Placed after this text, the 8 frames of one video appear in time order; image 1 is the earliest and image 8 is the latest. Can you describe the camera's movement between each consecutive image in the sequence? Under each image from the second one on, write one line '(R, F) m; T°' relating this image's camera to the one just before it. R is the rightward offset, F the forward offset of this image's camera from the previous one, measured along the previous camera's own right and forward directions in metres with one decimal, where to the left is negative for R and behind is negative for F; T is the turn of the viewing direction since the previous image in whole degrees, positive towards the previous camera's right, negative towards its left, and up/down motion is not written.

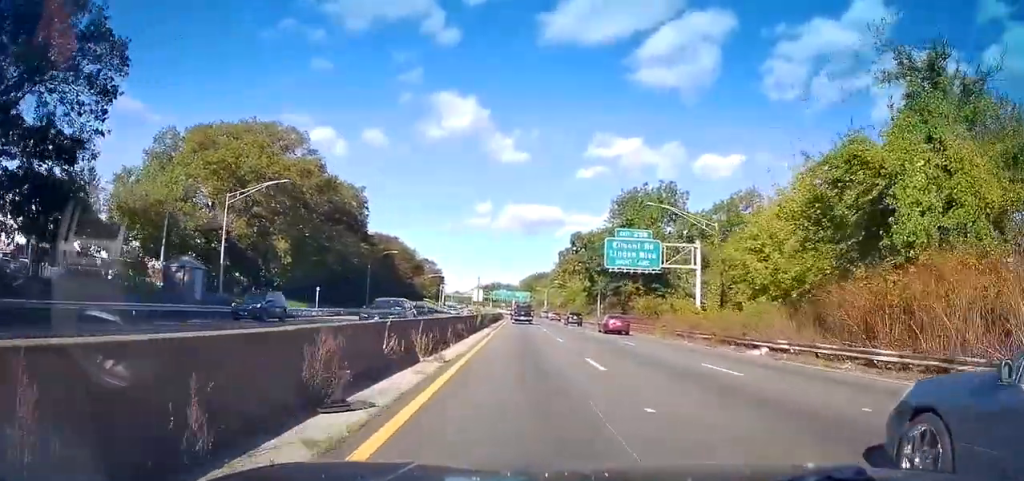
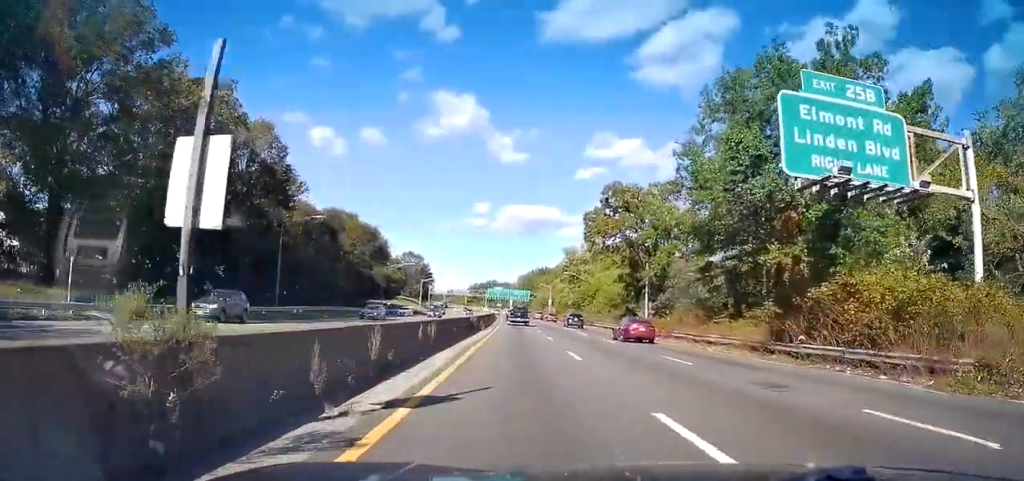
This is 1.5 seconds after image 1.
(-0.2, +33.8) m; 0°
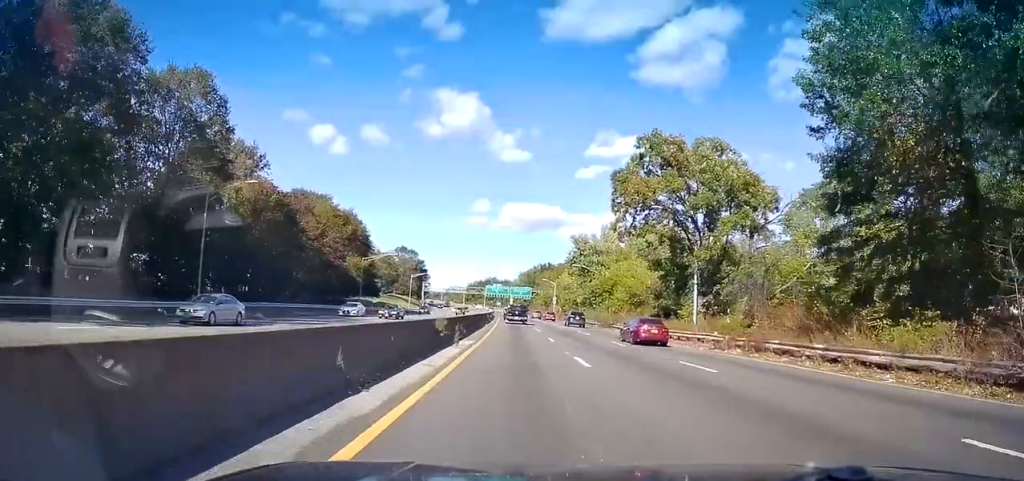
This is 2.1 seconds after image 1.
(+0.3, +15.3) m; 0°
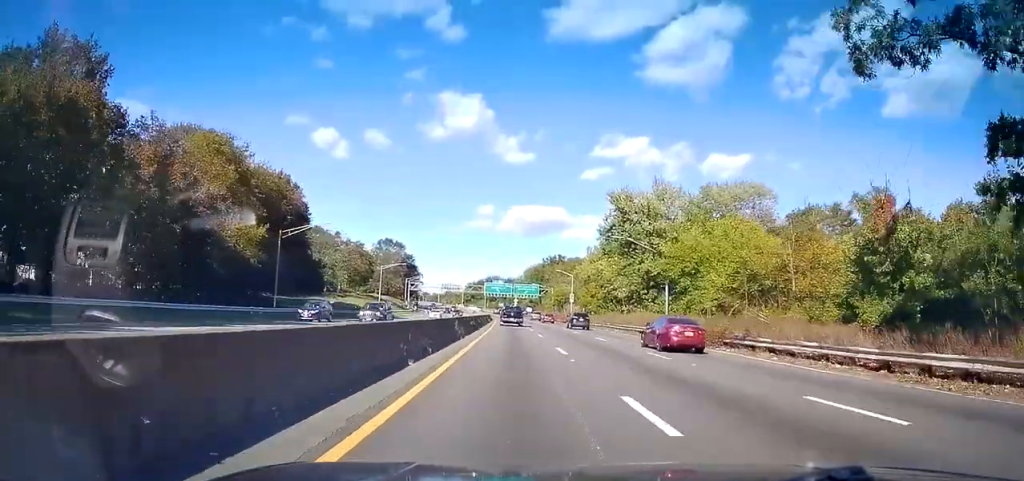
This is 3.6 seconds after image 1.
(-0.2, +34.4) m; +1°
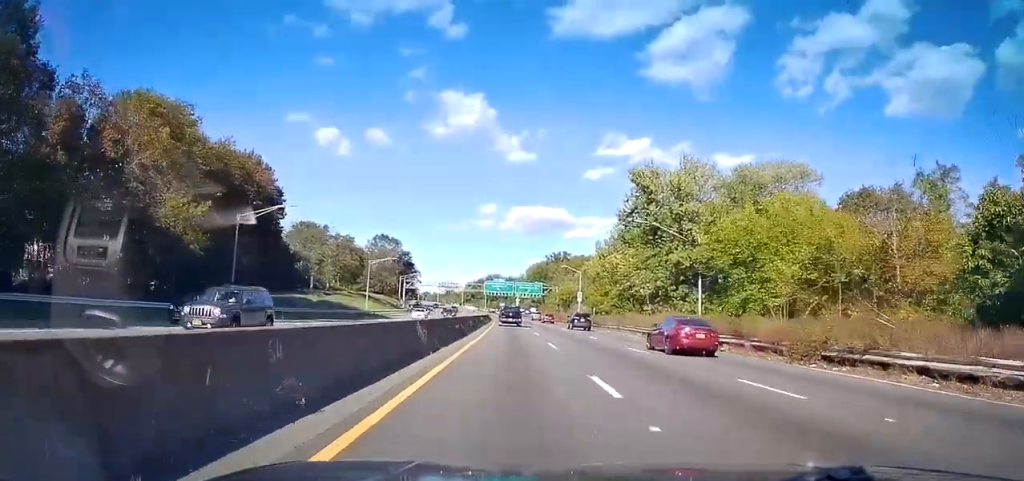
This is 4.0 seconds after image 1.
(+0.3, +9.9) m; +1°
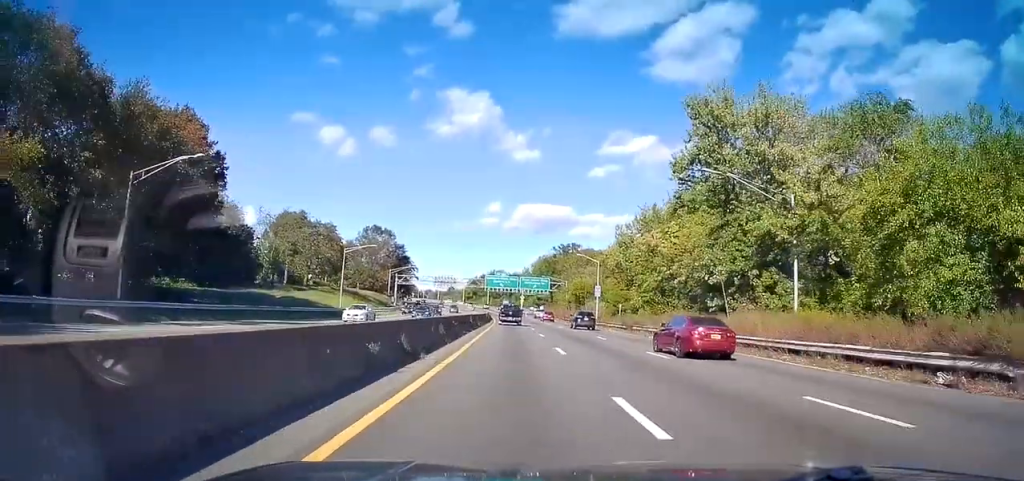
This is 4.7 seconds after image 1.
(+0.1, +16.2) m; 0°
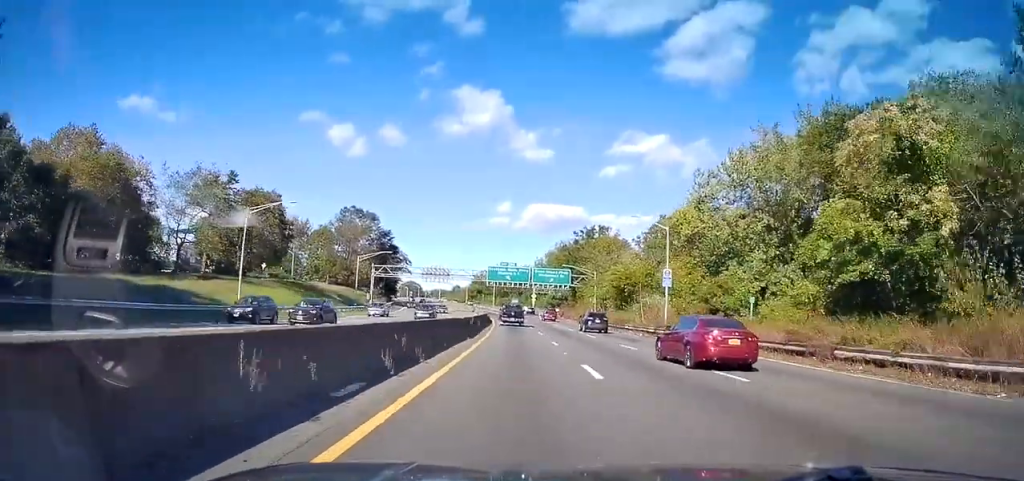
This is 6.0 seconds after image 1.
(-0.6, +32.0) m; -3°
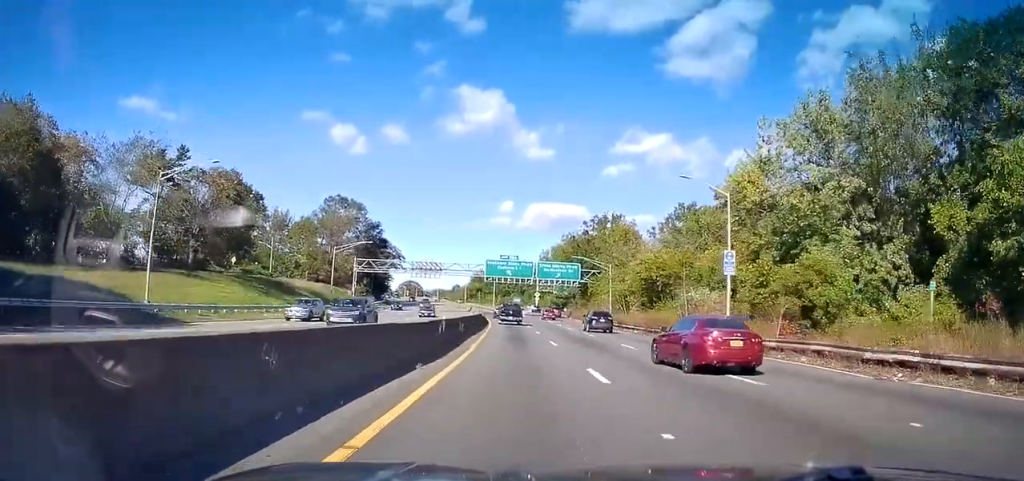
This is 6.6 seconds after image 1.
(-0.2, +13.4) m; -1°
